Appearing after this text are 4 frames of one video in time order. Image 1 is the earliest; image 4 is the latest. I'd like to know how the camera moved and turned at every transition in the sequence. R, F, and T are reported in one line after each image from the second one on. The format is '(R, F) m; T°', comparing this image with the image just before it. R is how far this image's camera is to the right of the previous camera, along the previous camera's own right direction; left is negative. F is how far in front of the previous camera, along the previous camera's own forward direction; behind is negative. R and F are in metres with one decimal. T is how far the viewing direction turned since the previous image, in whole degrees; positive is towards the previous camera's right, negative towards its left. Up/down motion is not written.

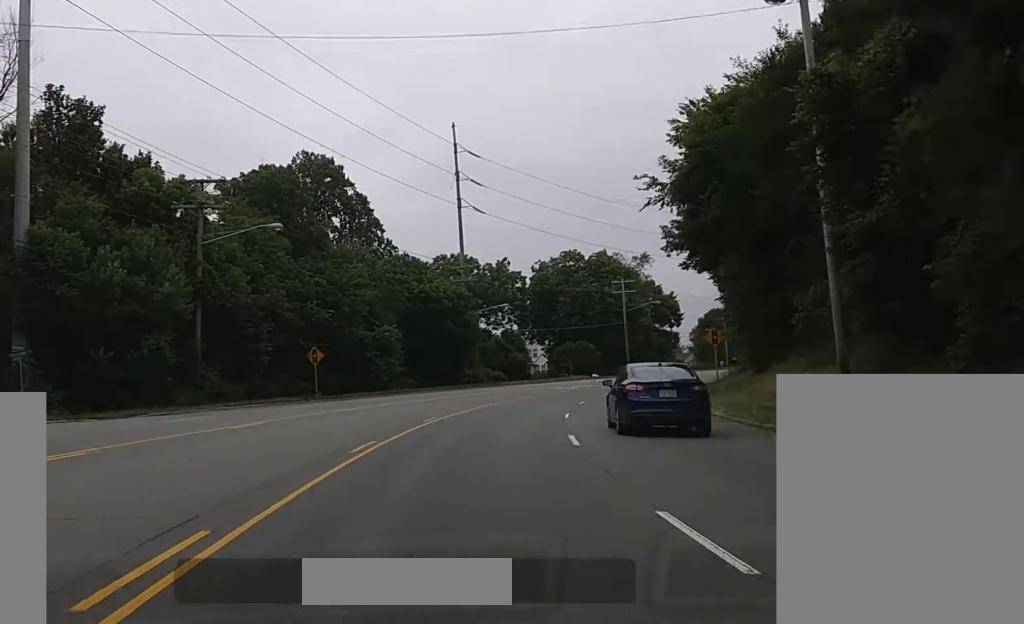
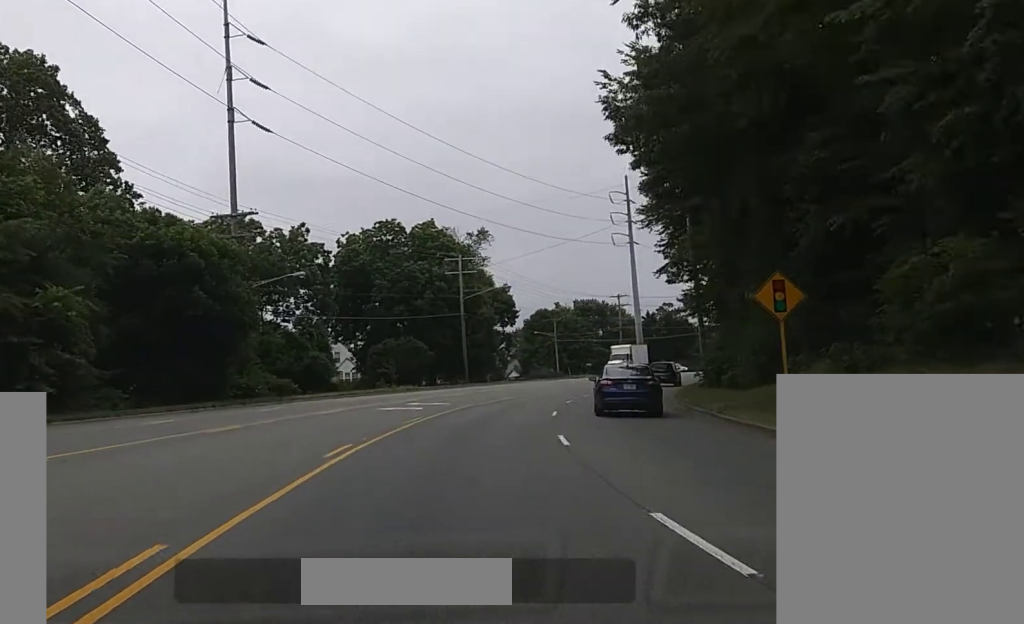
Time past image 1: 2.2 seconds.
(+4.5, +36.8) m; +12°
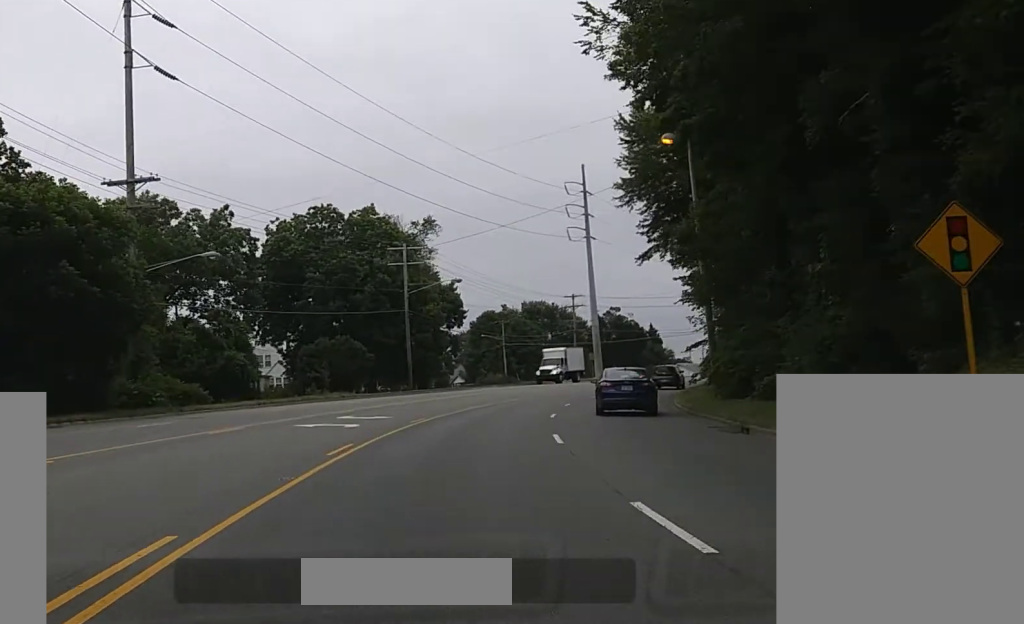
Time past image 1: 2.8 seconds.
(+0.5, +11.1) m; +2°
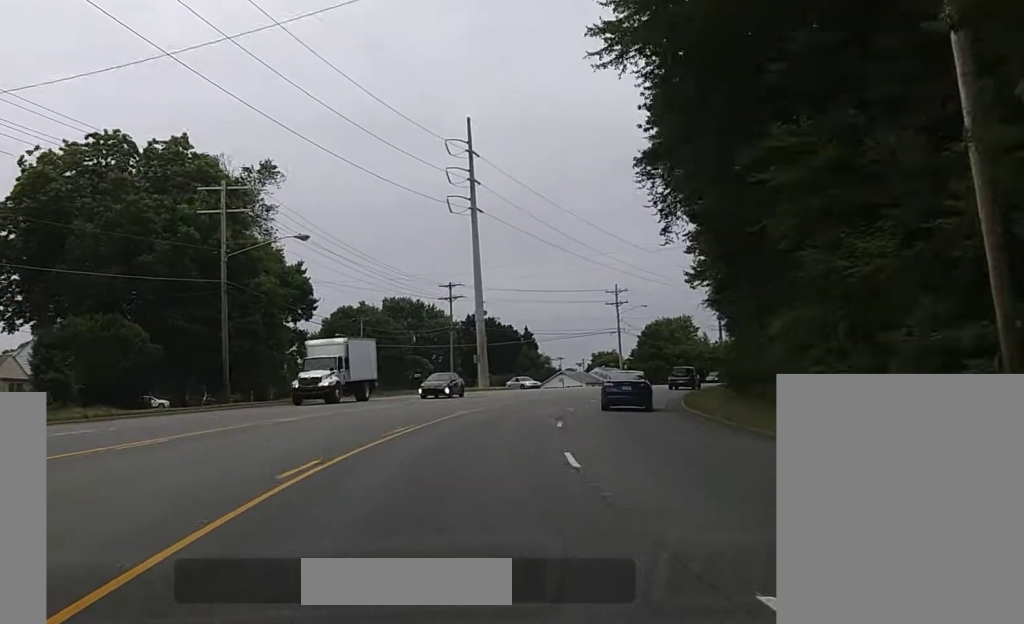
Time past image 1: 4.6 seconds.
(+1.4, +30.1) m; +8°
